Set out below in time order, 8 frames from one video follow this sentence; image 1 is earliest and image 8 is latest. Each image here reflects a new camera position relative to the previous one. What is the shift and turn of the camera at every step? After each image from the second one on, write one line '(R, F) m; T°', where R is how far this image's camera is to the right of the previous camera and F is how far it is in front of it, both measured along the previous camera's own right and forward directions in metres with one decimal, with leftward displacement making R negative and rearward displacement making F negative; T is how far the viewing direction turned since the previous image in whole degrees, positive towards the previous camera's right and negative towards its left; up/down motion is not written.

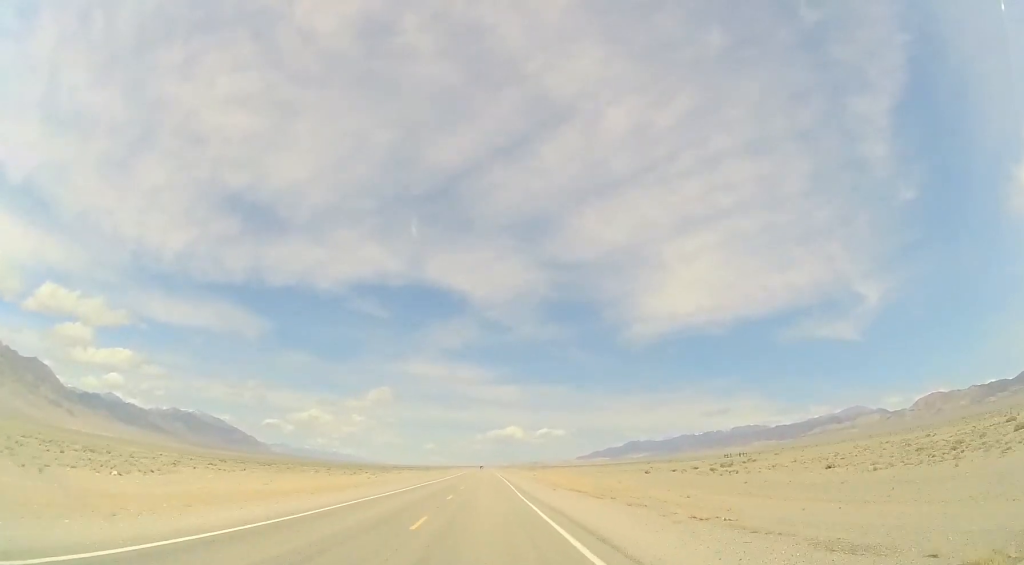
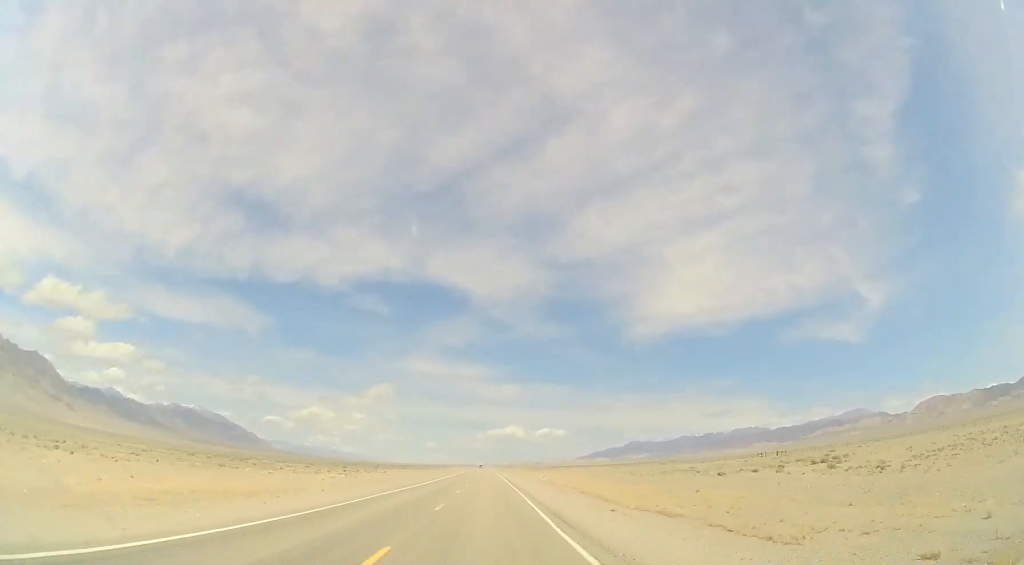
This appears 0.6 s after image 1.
(+0.4, +18.9) m; 0°
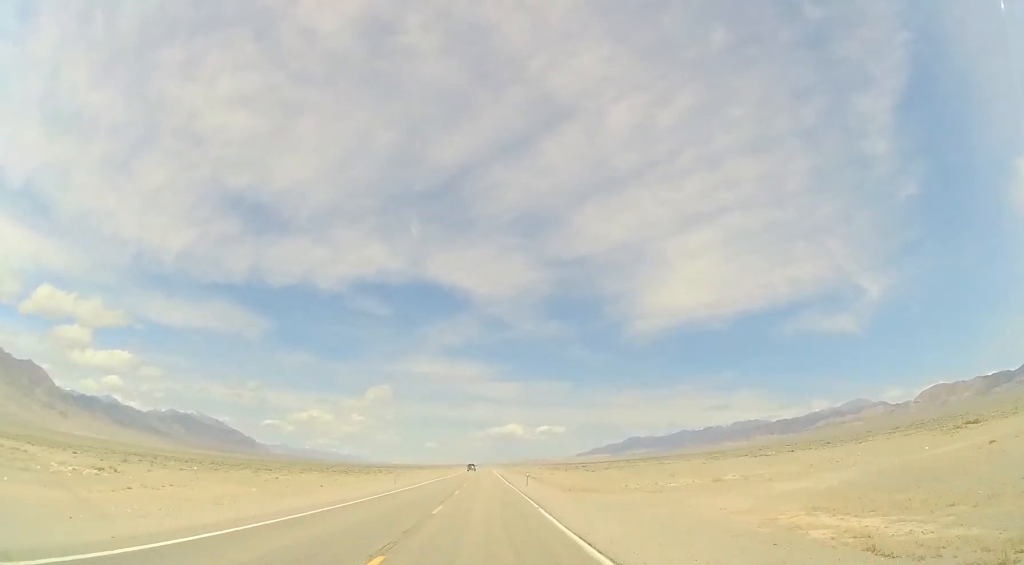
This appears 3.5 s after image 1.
(-0.9, +99.3) m; -1°
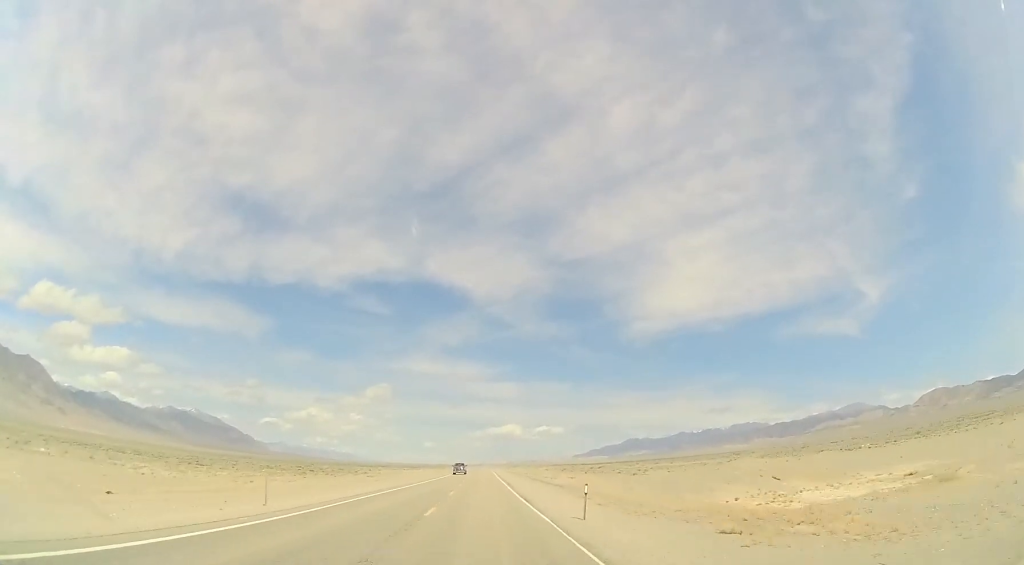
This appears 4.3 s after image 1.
(+0.1, +25.7) m; 0°
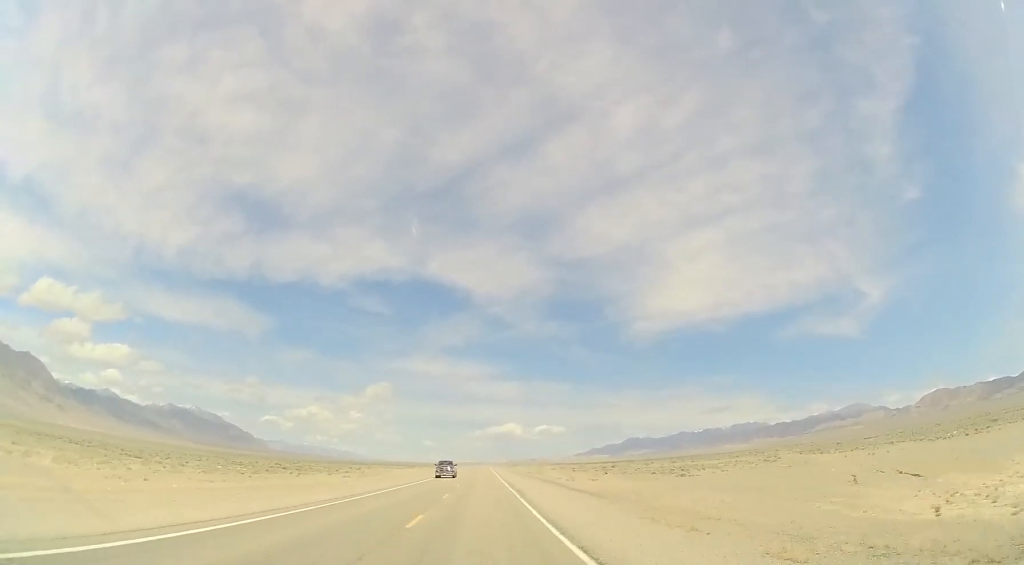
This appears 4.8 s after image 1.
(0.0, +15.7) m; 0°
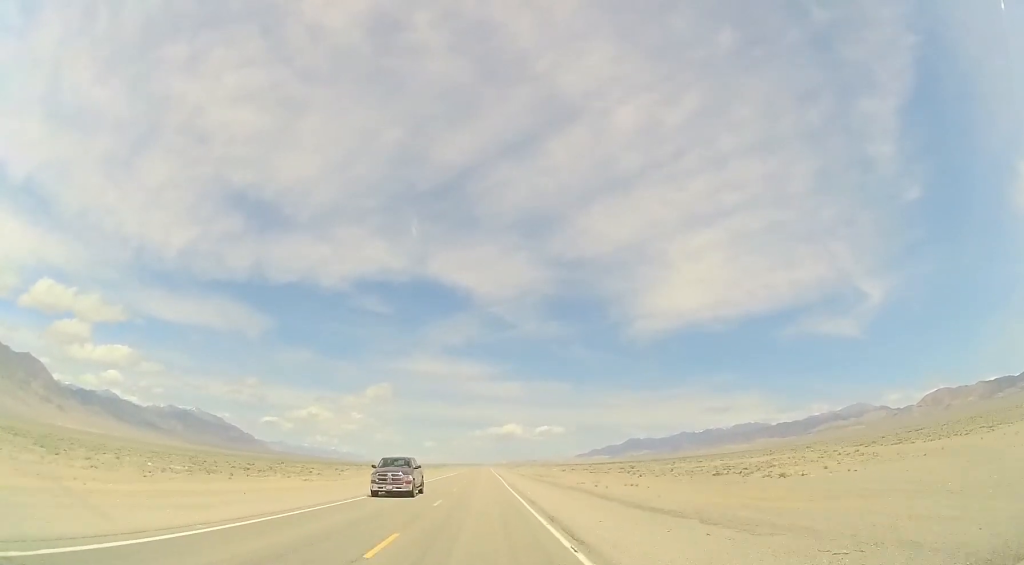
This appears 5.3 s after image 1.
(0.0, +16.7) m; 0°
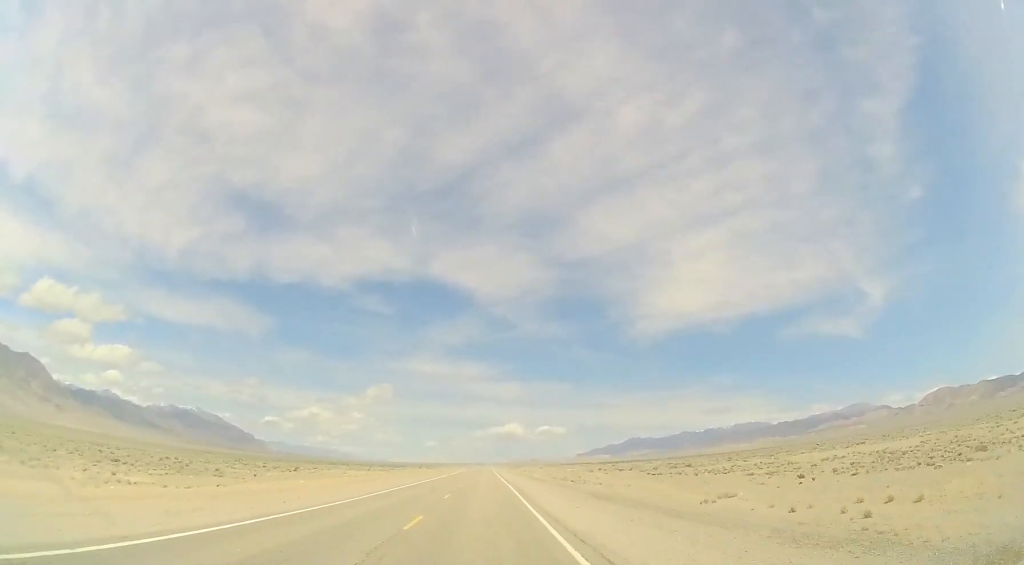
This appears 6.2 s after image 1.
(-0.1, +32.3) m; +1°
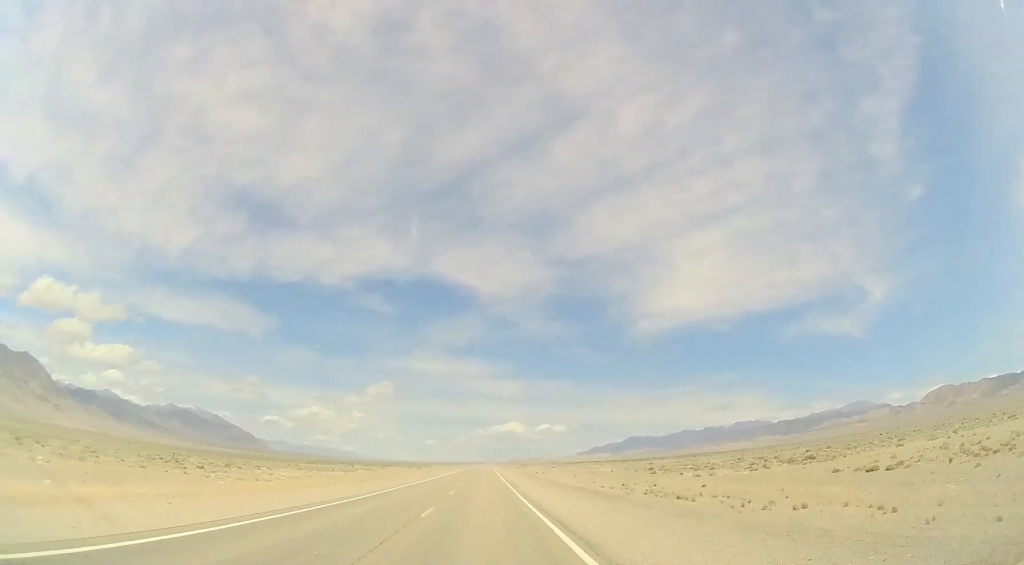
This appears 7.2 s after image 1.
(+0.5, +33.3) m; 0°
